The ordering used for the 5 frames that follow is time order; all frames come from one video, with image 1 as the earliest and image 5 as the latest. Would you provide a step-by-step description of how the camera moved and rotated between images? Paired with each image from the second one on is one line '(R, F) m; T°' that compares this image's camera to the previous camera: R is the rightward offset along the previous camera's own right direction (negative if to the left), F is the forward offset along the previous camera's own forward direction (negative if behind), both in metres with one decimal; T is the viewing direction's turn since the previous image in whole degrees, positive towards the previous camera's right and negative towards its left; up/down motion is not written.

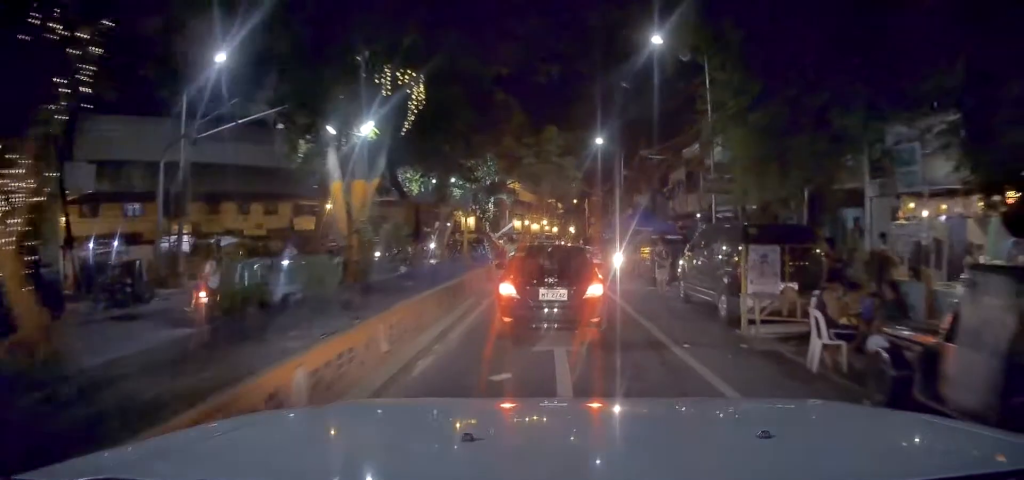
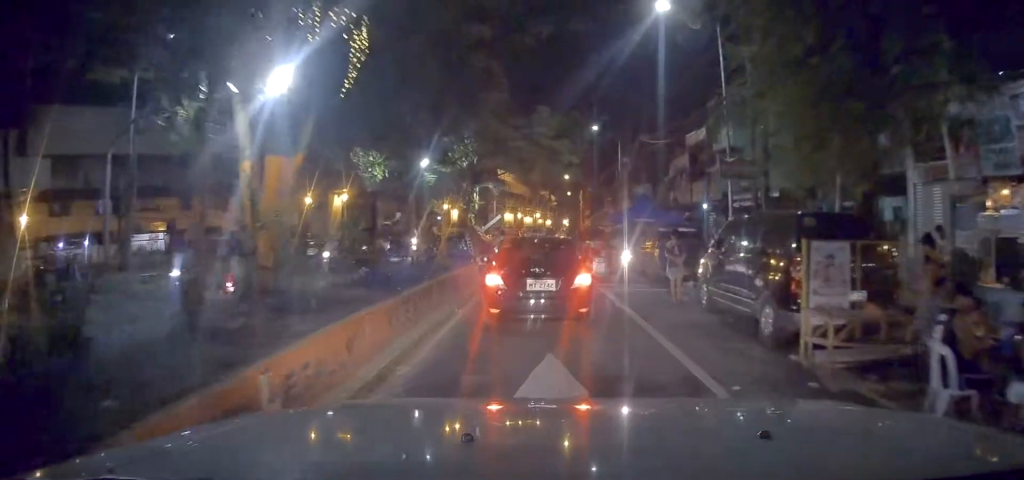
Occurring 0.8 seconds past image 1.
(-0.4, +3.4) m; +1°
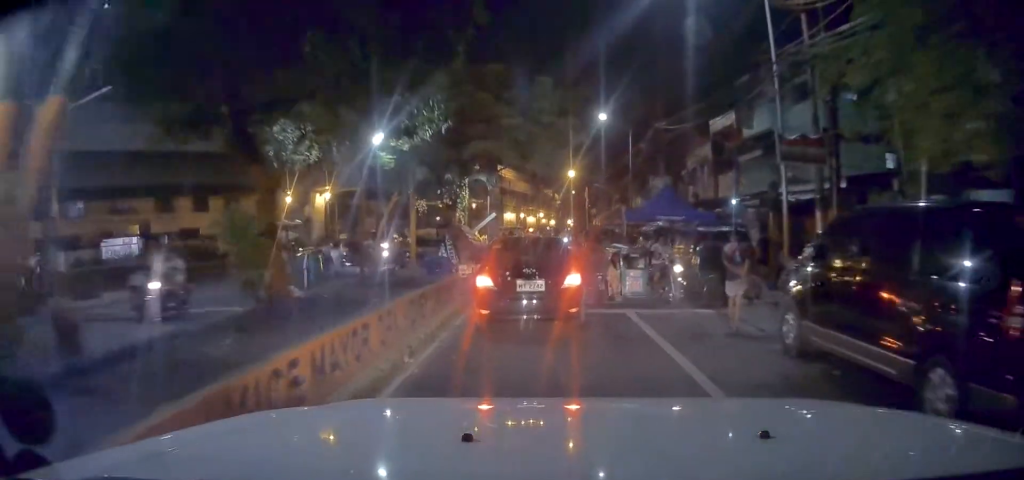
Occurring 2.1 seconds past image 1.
(+0.6, +4.9) m; +5°
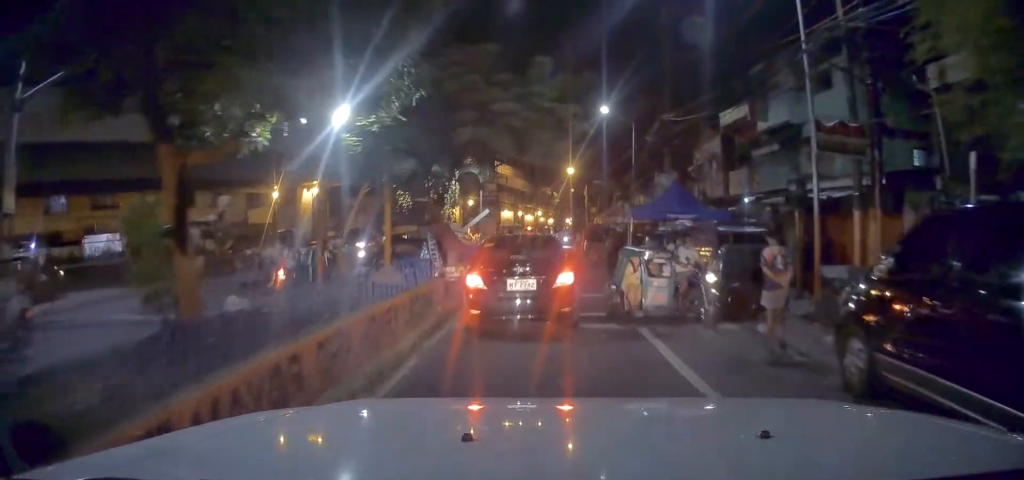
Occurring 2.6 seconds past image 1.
(-0.2, +1.8) m; 0°
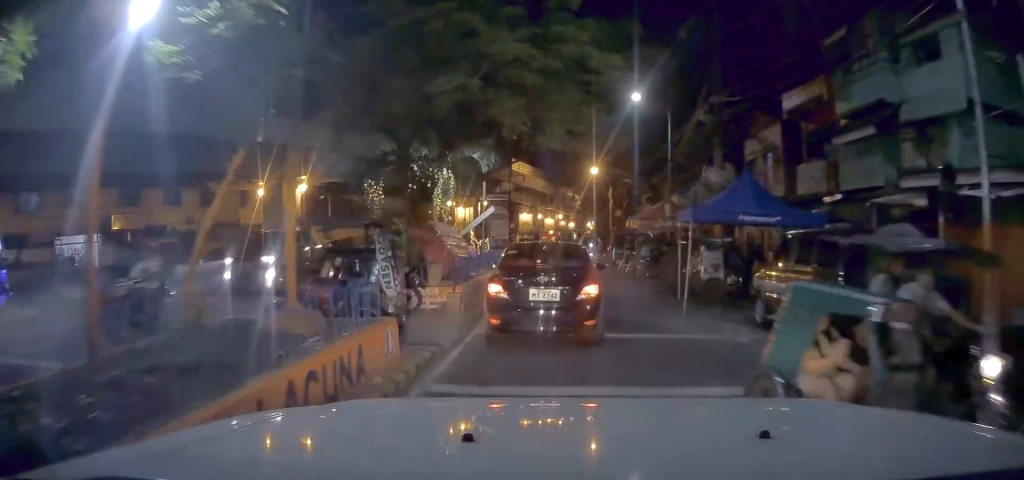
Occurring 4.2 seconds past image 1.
(+0.2, +5.0) m; +2°
